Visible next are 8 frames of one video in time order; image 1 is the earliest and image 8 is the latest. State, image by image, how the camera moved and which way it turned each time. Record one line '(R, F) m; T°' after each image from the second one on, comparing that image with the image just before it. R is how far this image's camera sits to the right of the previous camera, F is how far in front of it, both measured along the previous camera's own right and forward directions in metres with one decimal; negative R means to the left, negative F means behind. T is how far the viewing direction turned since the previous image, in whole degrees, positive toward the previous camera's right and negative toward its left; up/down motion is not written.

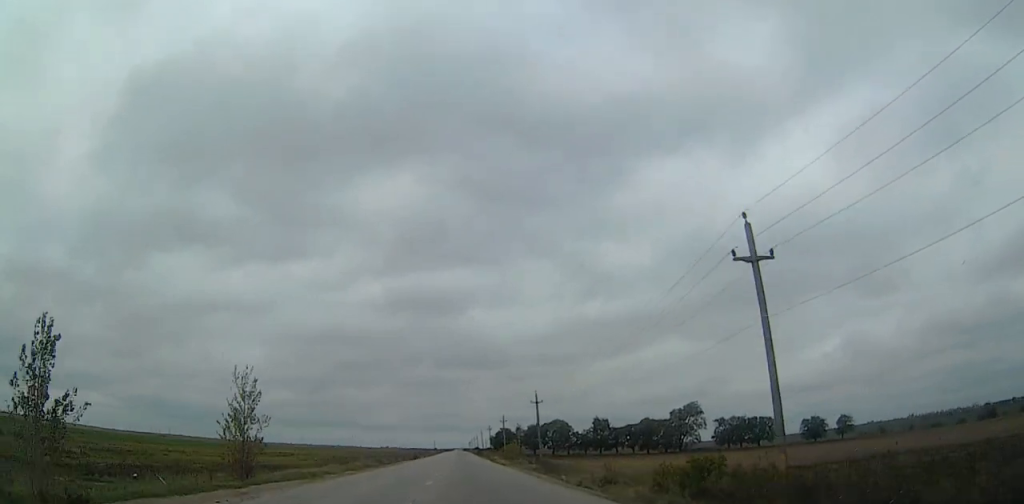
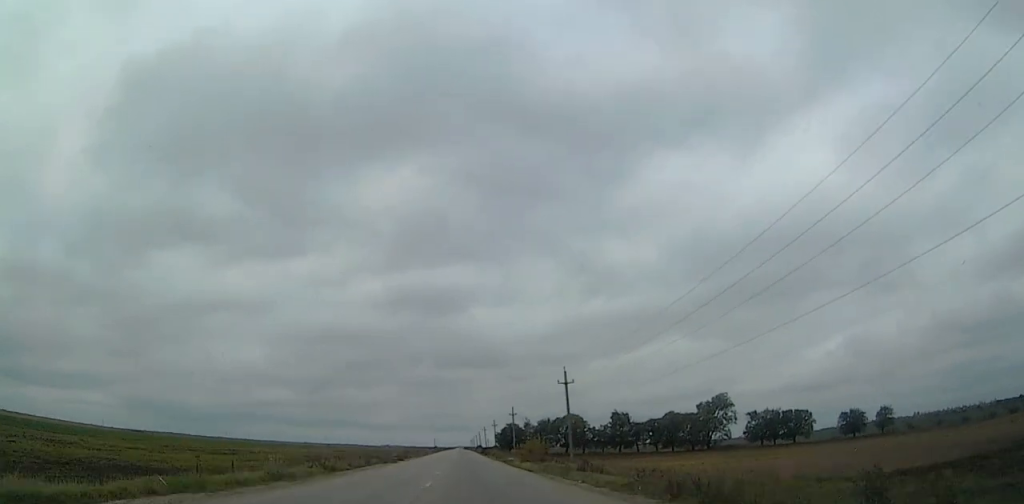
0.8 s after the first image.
(0.0, +24.3) m; 0°
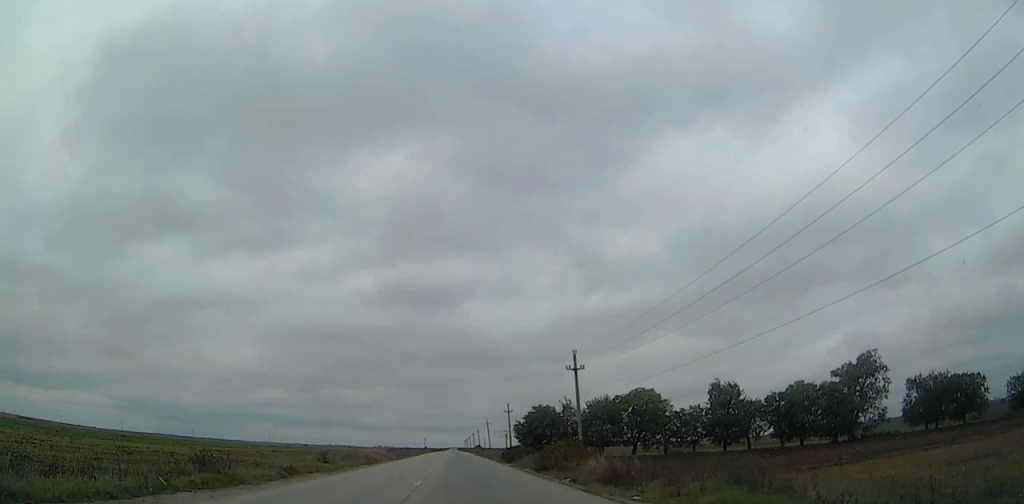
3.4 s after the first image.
(+0.5, +79.2) m; 0°
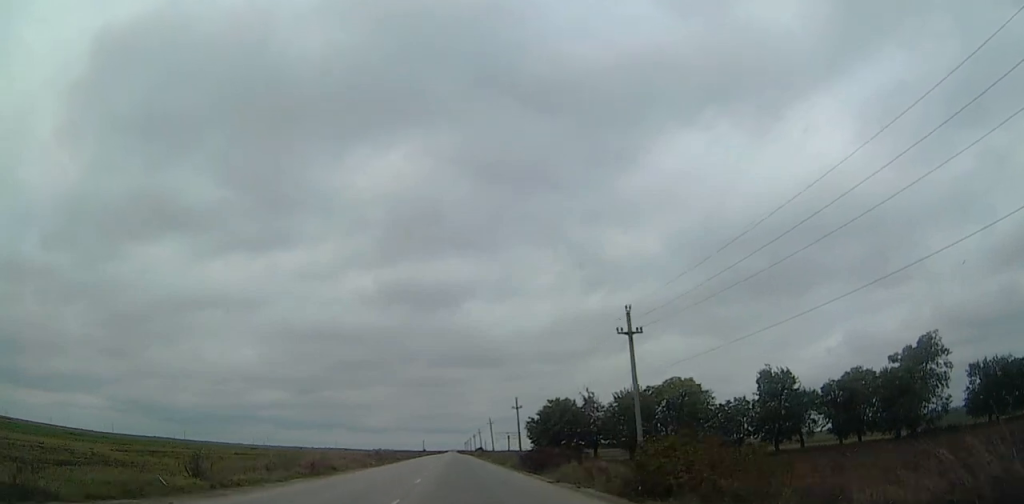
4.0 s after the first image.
(0.0, +19.4) m; 0°
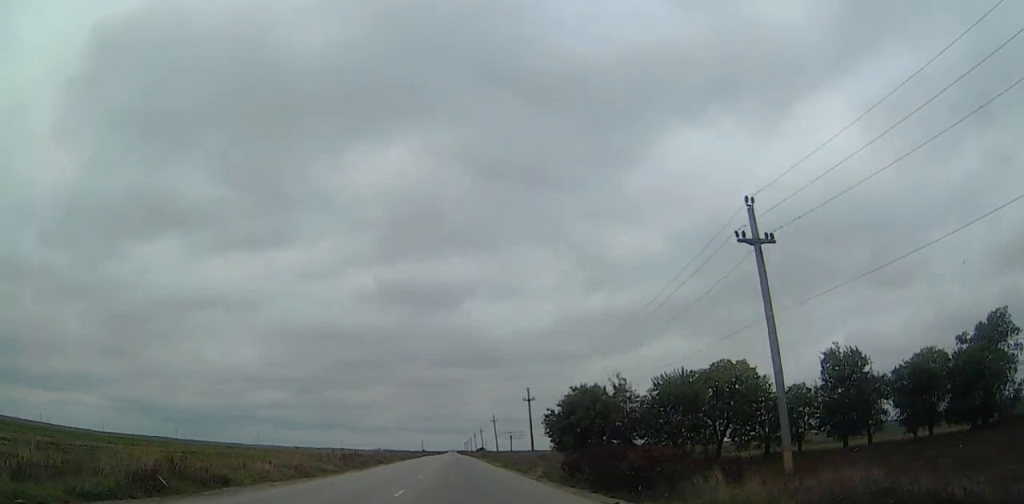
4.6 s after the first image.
(0.0, +18.4) m; 0°
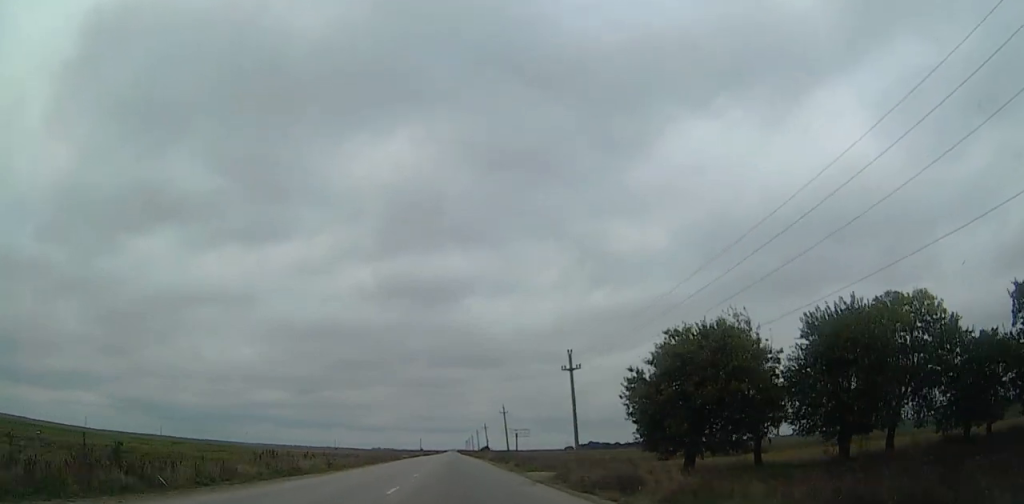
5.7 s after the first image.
(-0.1, +33.9) m; 0°
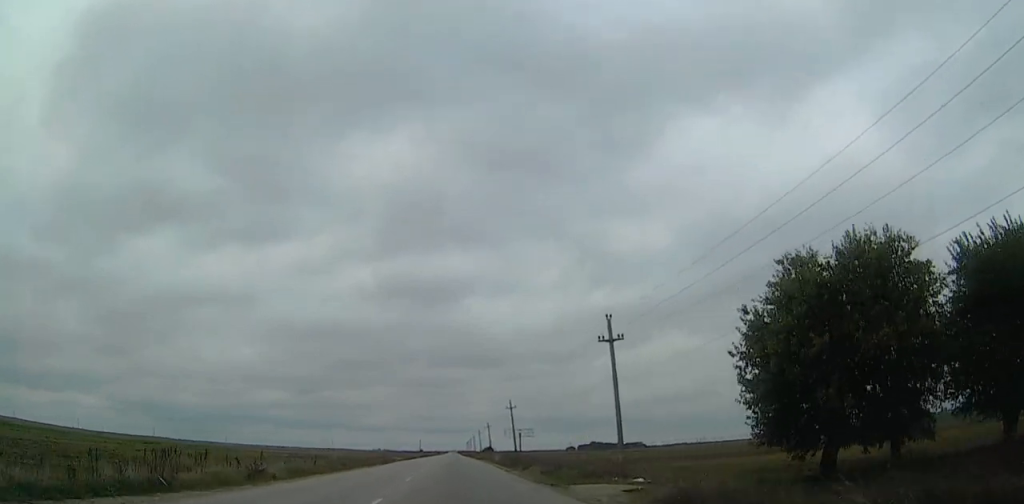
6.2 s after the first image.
(0.0, +15.5) m; 0°
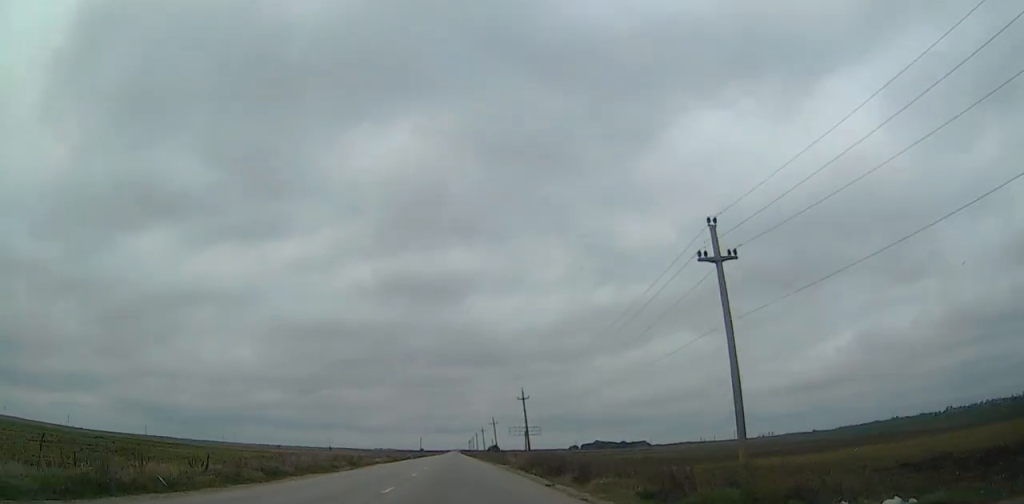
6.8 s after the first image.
(0.0, +18.6) m; 0°
